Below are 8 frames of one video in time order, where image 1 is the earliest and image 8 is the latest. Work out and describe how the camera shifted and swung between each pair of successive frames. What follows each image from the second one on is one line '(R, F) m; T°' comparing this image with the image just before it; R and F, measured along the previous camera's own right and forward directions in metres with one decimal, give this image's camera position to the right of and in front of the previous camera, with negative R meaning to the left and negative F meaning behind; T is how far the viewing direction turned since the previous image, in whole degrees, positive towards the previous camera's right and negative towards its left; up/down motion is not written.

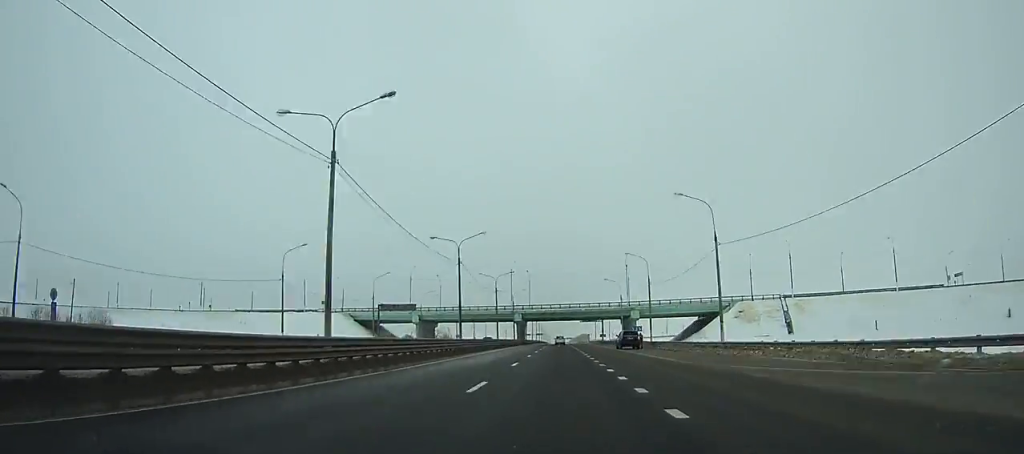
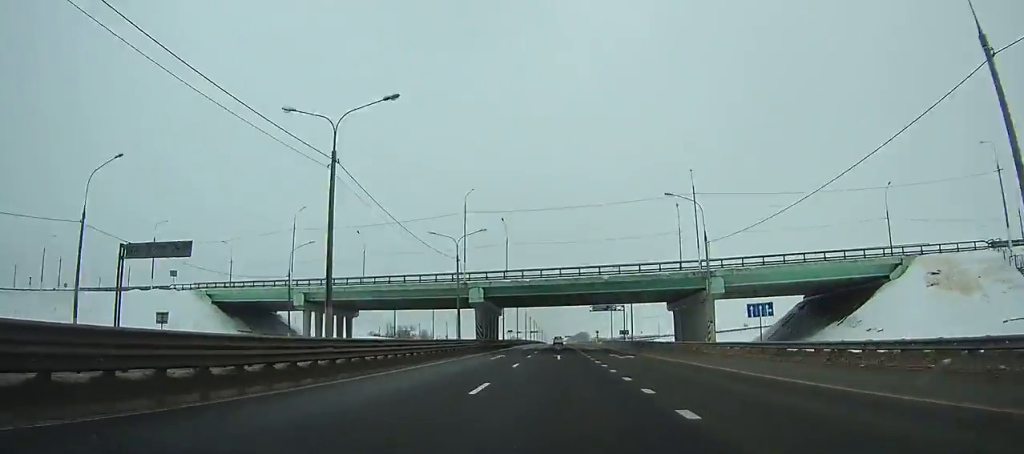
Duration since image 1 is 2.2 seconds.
(0.0, +61.3) m; 0°
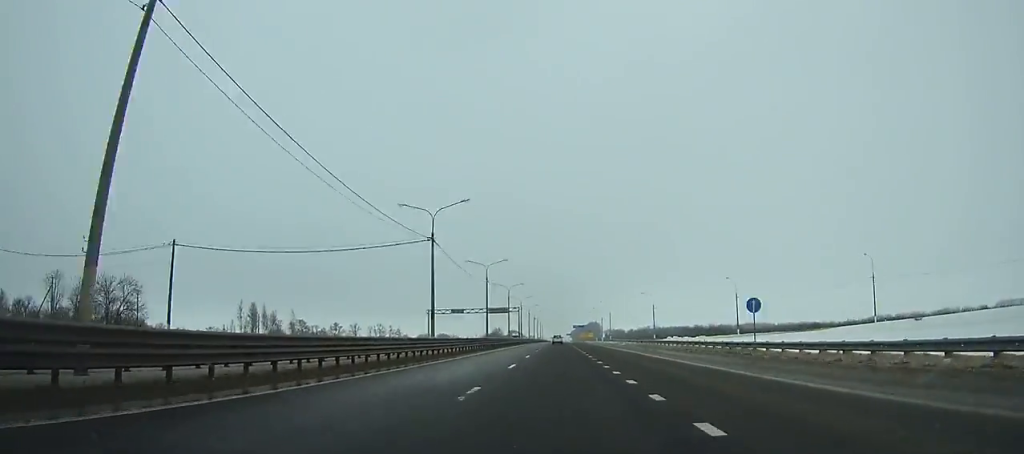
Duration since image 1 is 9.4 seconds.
(-0.1, +206.8) m; 0°
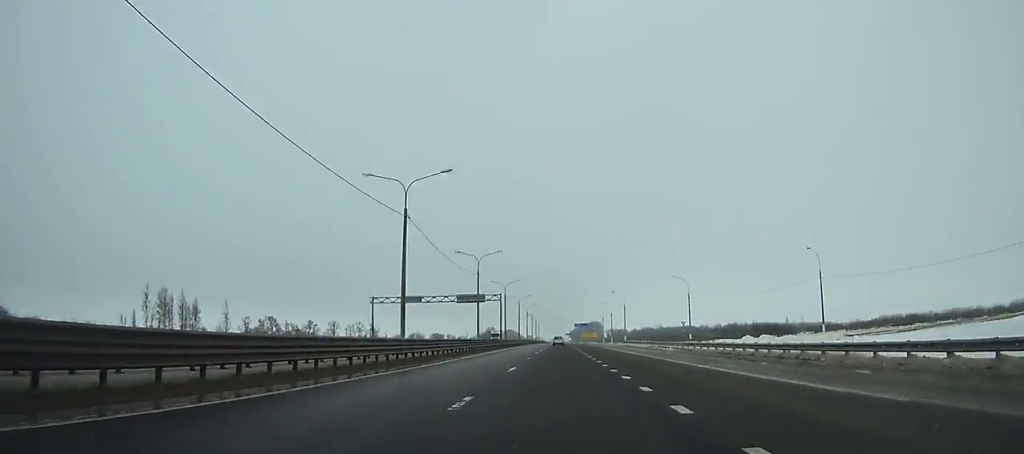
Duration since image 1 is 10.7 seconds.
(0.0, +38.5) m; 0°
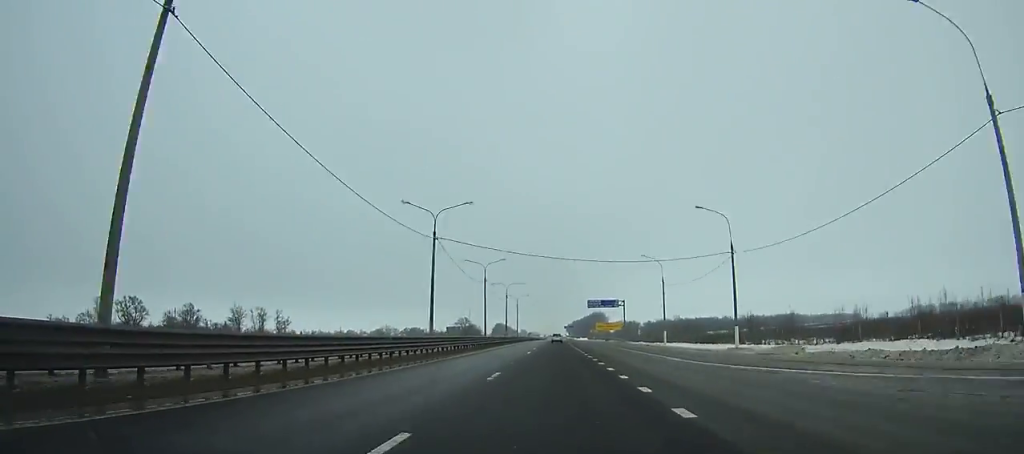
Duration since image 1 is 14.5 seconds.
(+0.3, +114.2) m; 0°
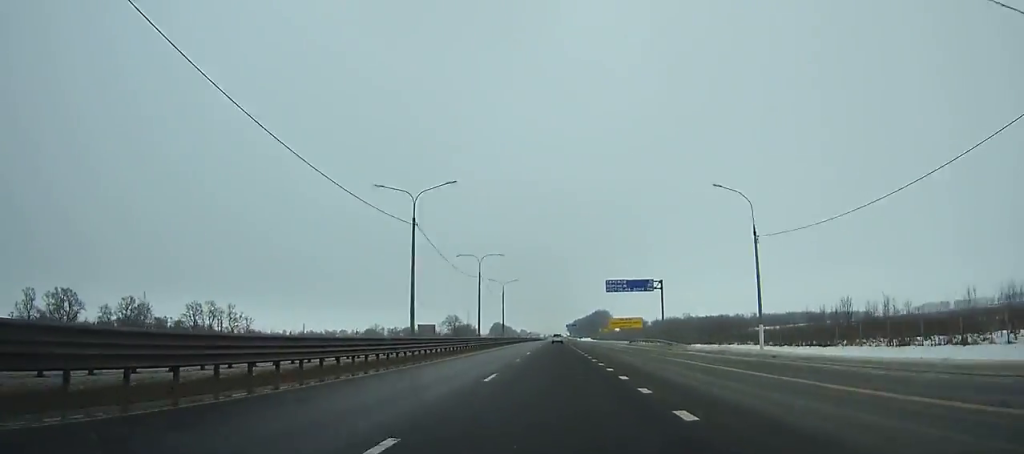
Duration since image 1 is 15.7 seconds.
(0.0, +36.3) m; 0°
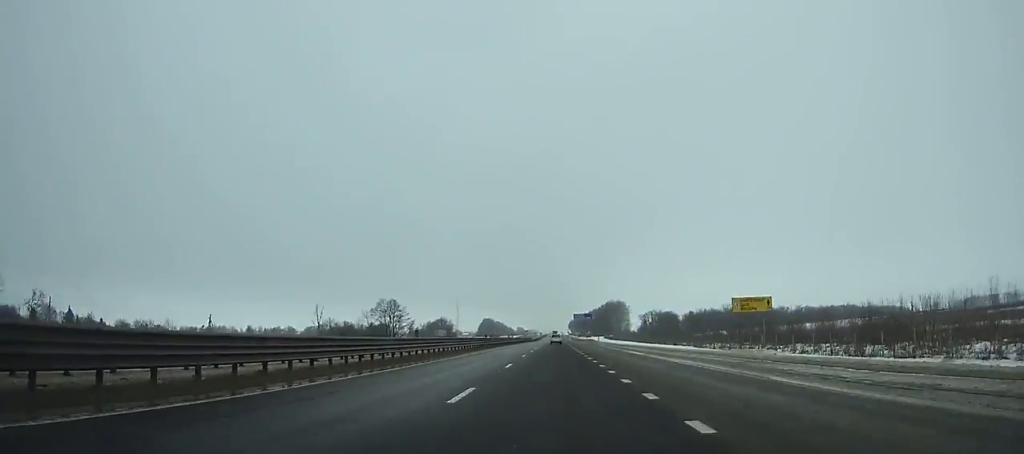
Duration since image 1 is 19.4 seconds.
(0.0, +113.0) m; 0°
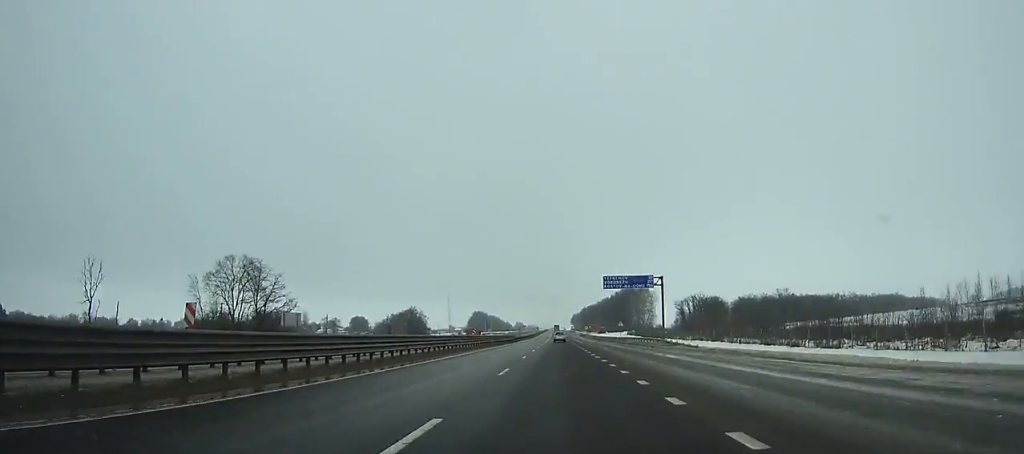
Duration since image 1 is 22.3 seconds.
(0.0, +88.3) m; 0°
